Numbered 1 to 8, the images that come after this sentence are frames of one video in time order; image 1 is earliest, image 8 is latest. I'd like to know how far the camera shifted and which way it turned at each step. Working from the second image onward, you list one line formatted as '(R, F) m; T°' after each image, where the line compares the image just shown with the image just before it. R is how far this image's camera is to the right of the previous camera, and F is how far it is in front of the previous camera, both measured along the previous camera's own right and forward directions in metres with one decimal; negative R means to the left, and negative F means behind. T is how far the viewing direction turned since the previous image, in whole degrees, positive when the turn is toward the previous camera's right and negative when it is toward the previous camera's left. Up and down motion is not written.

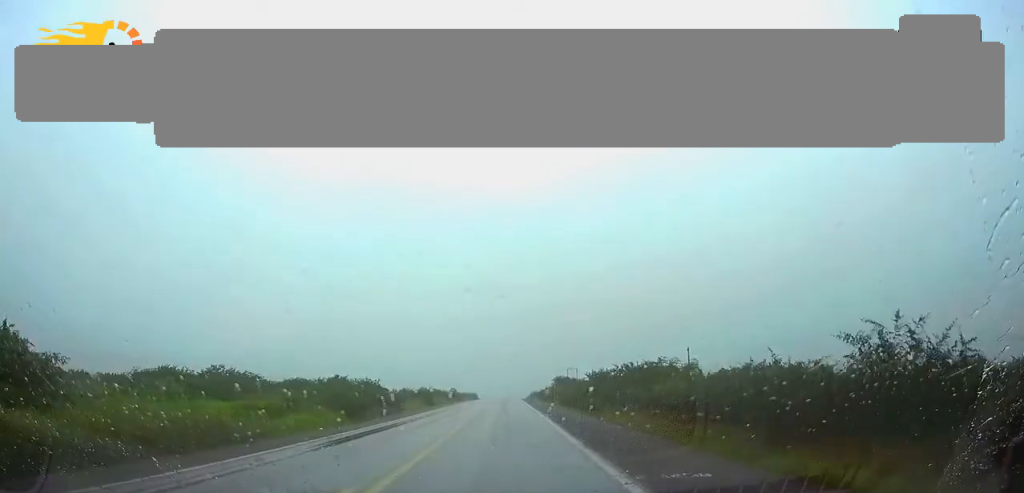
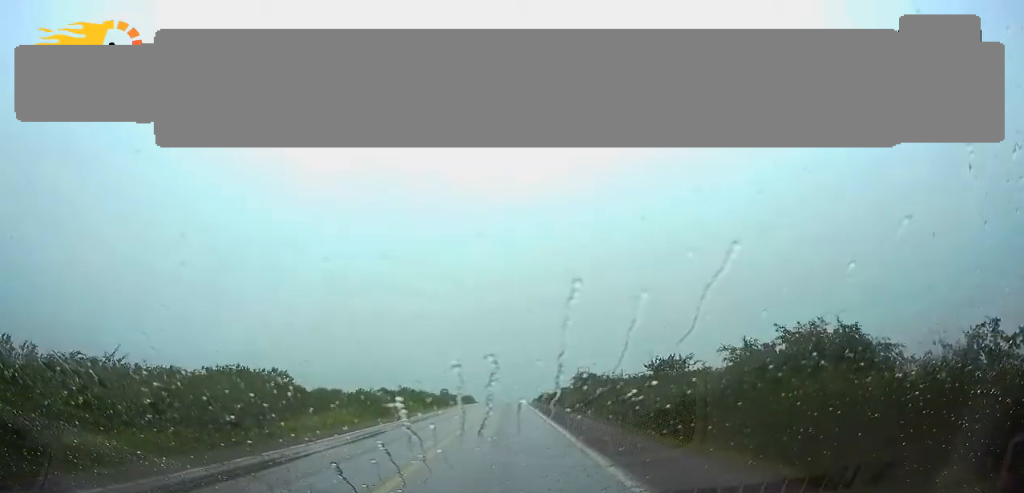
(0.0, +27.9) m; 0°
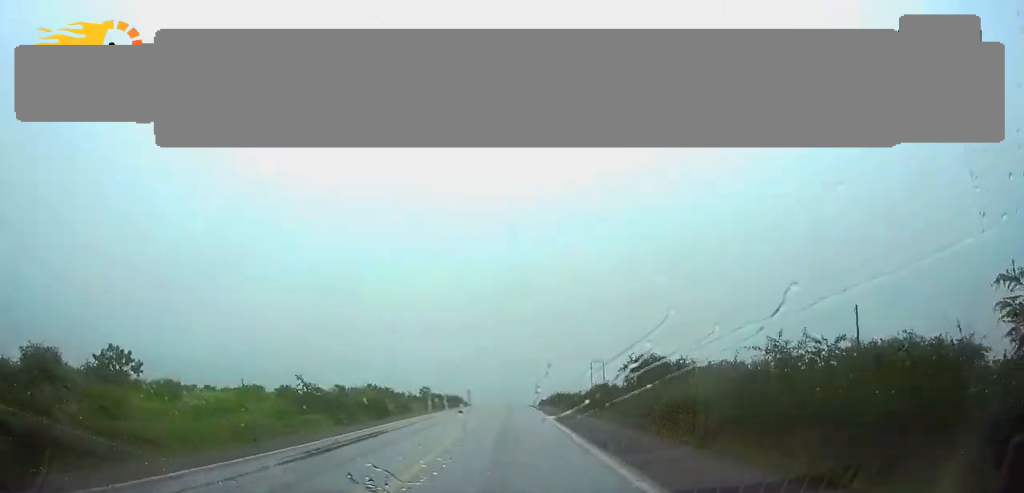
(0.0, +31.8) m; 0°
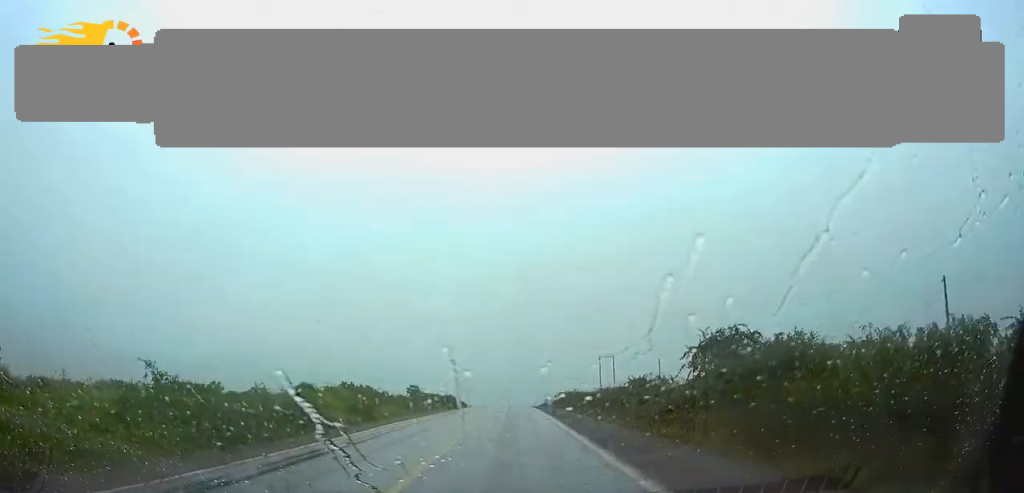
(0.0, +14.9) m; 0°
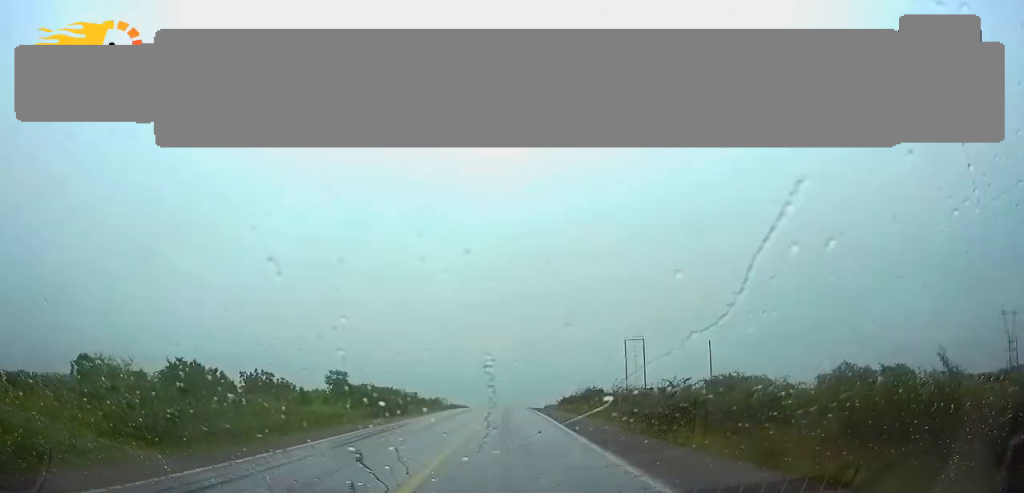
(0.0, +40.1) m; 0°
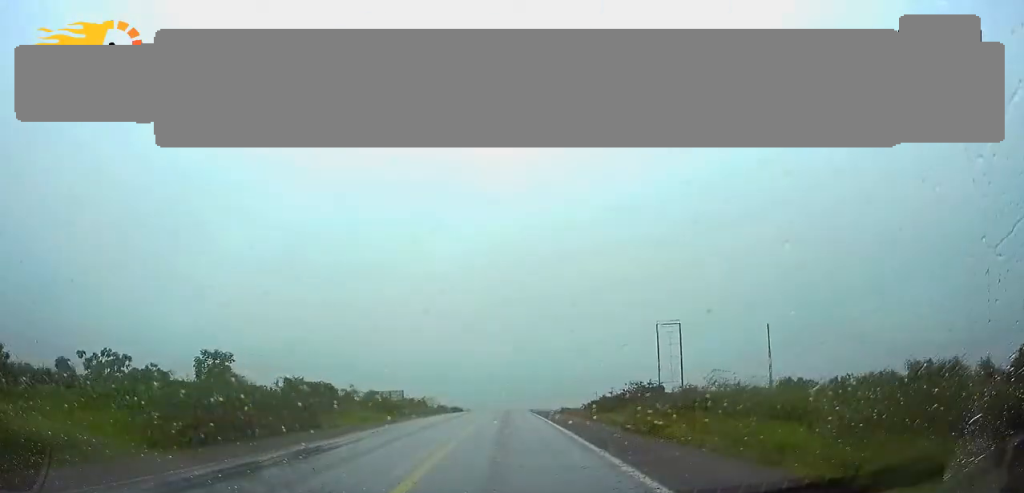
(0.0, +24.2) m; 0°
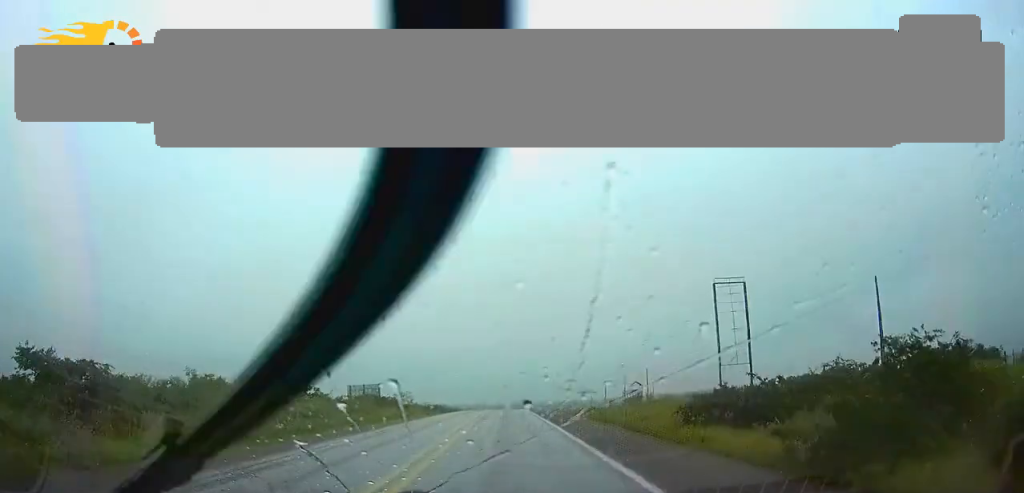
(+0.1, +27.0) m; 0°
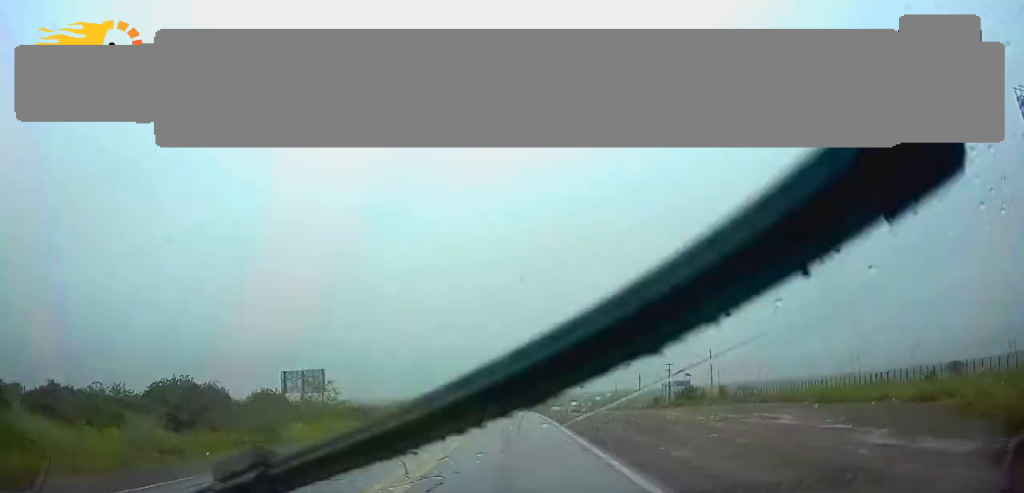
(-0.2, +44.5) m; 0°
